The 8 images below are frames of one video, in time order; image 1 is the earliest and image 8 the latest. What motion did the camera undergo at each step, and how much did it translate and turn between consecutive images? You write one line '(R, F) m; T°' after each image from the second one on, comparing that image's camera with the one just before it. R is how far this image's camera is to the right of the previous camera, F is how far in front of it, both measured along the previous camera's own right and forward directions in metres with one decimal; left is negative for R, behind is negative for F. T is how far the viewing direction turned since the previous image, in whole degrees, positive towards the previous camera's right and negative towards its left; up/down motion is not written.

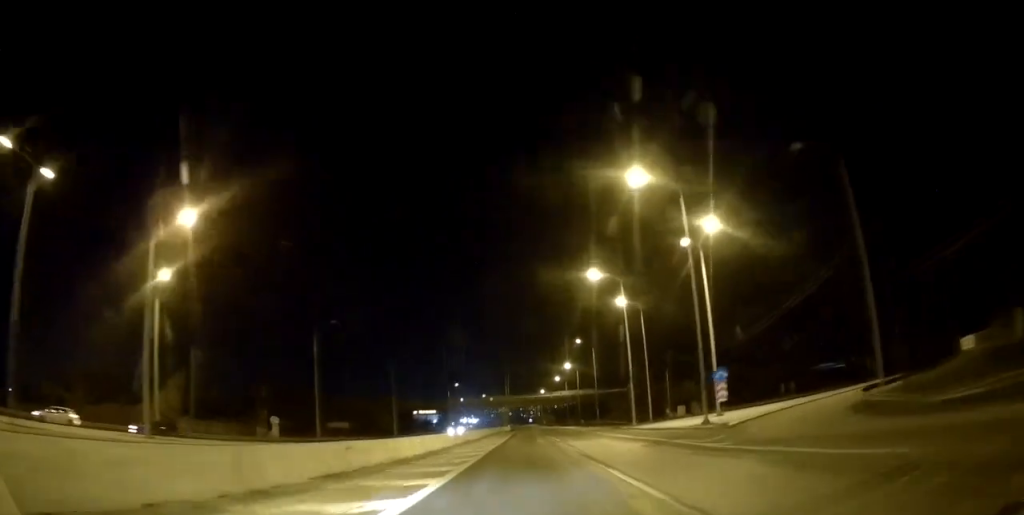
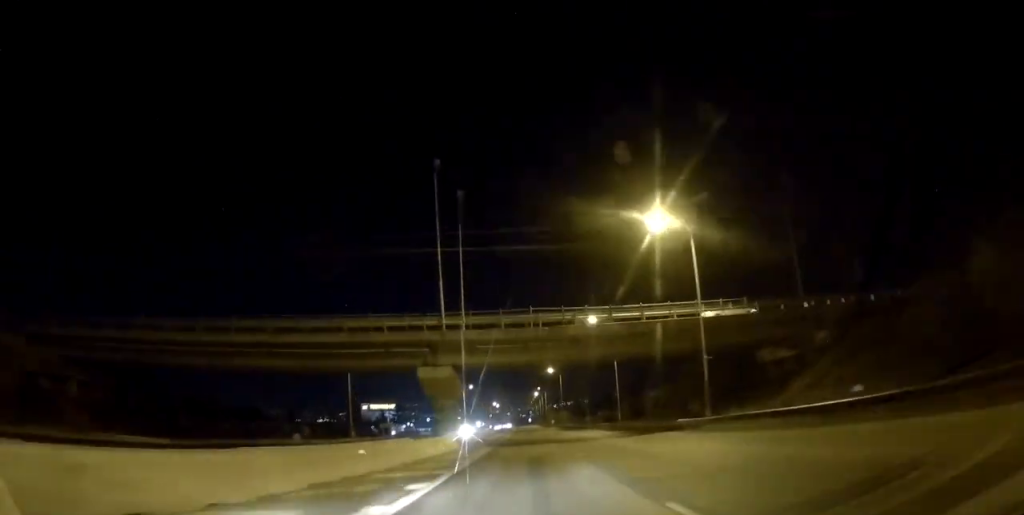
(+0.8, +95.0) m; +1°
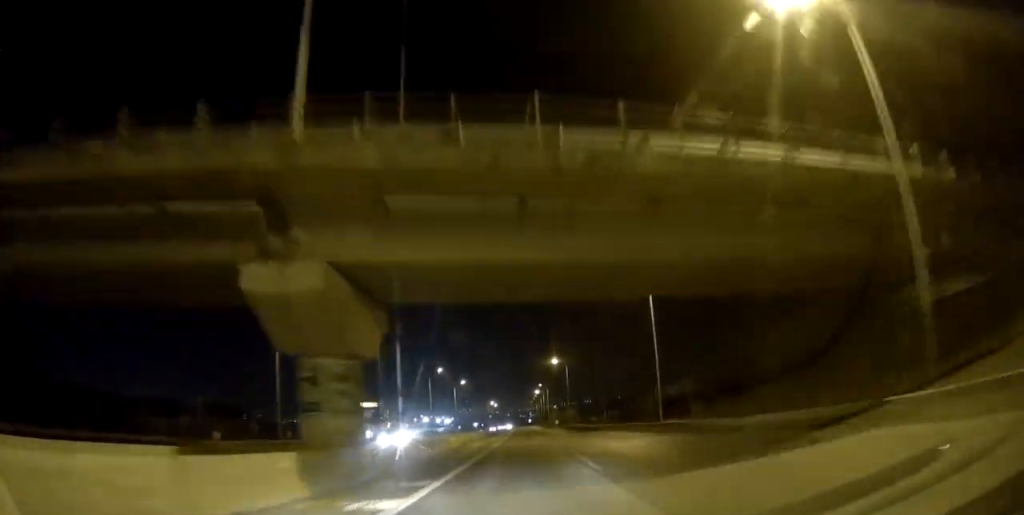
(-0.2, +22.9) m; 0°
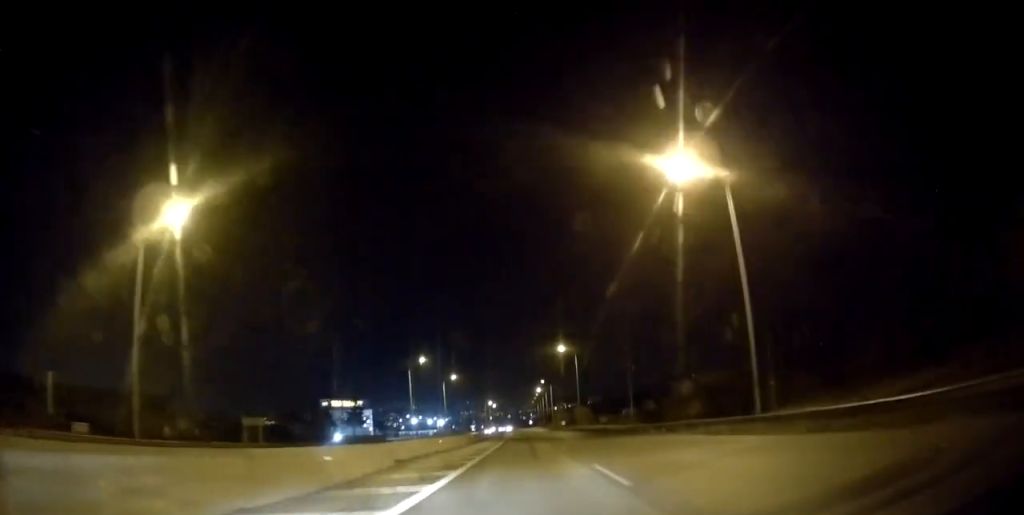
(0.0, +22.4) m; 0°
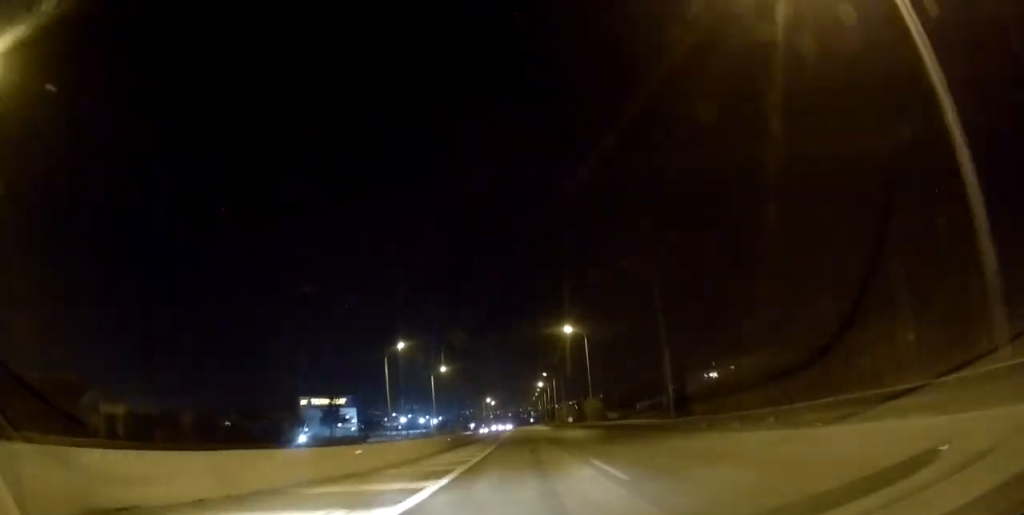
(0.0, +17.6) m; 0°
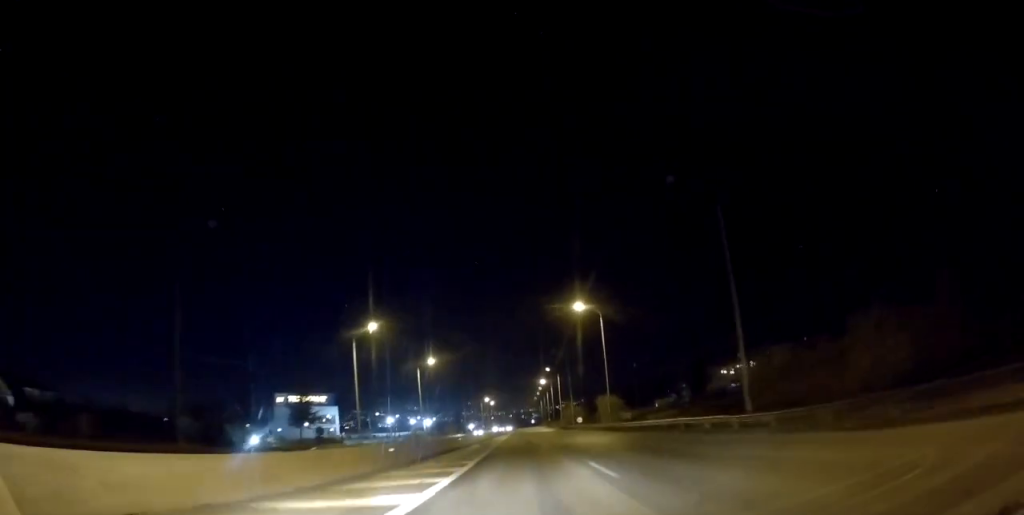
(-0.1, +16.5) m; 0°
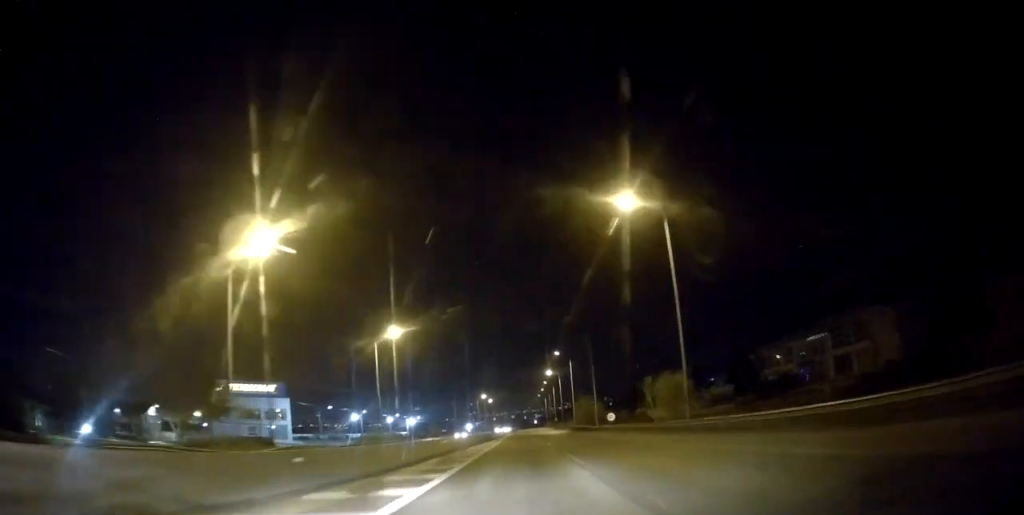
(+0.2, +31.0) m; 0°
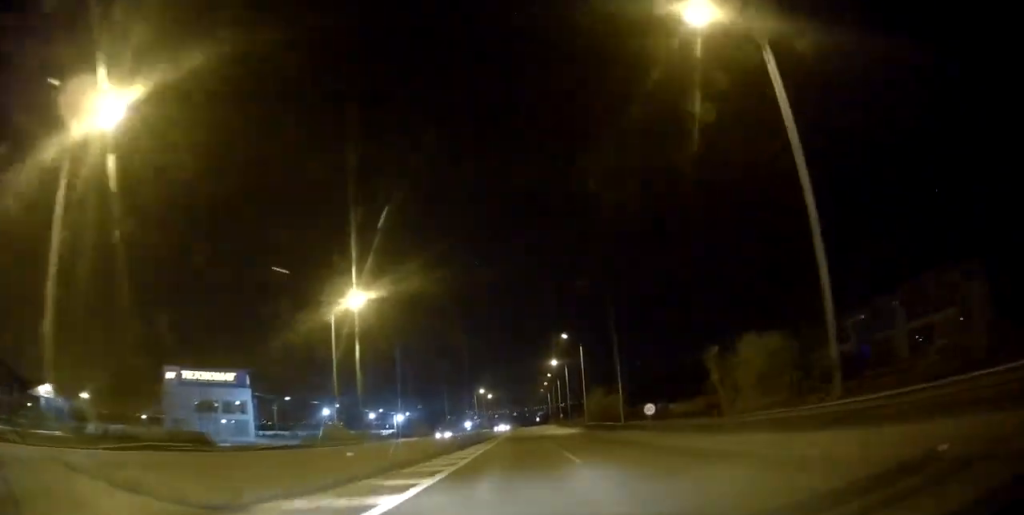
(+0.1, +17.2) m; 0°
